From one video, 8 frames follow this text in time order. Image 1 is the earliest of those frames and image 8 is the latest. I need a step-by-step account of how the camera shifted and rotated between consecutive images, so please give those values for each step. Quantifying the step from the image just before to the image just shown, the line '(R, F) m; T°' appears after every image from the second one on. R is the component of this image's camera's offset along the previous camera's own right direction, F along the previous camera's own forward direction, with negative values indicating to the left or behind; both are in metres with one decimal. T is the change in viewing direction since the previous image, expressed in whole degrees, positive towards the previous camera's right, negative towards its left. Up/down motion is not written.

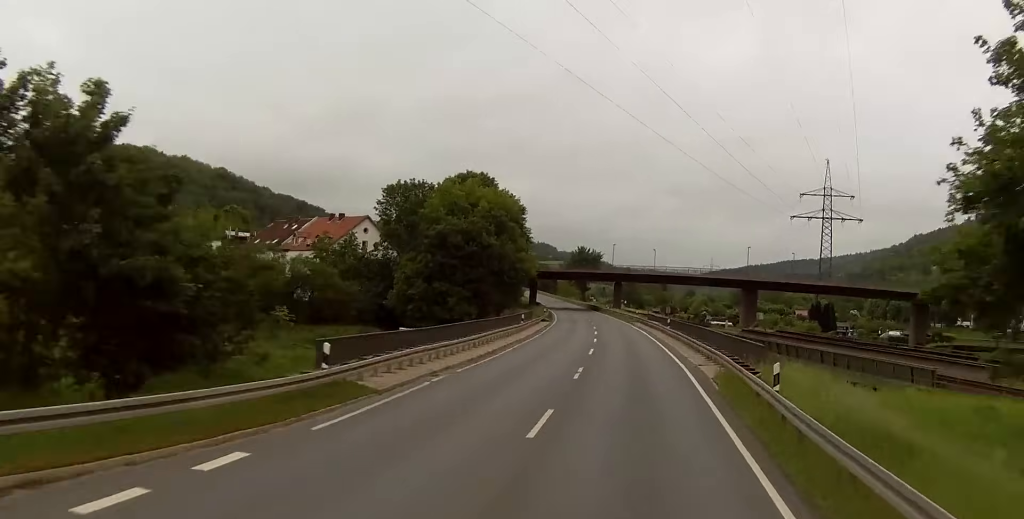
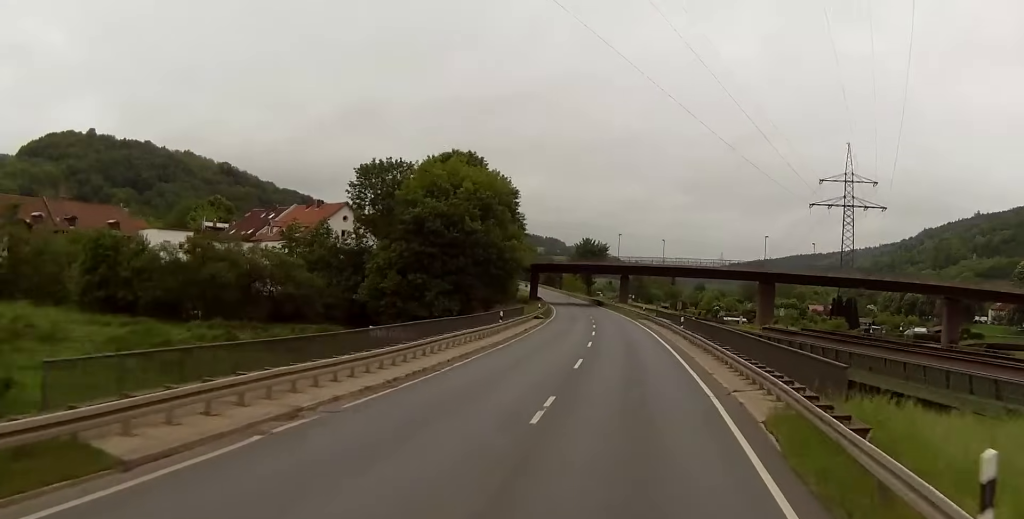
(-0.1, +11.4) m; -1°
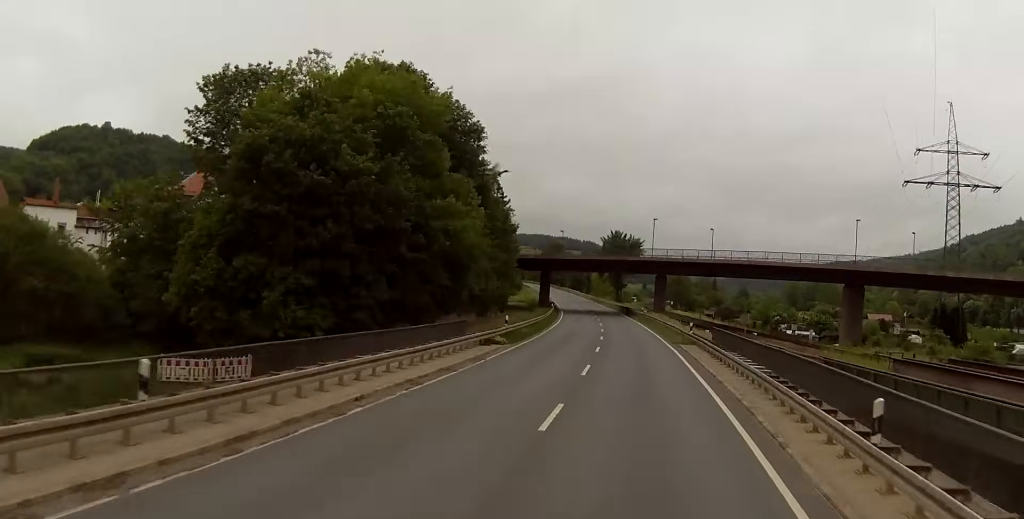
(-1.5, +36.7) m; -2°
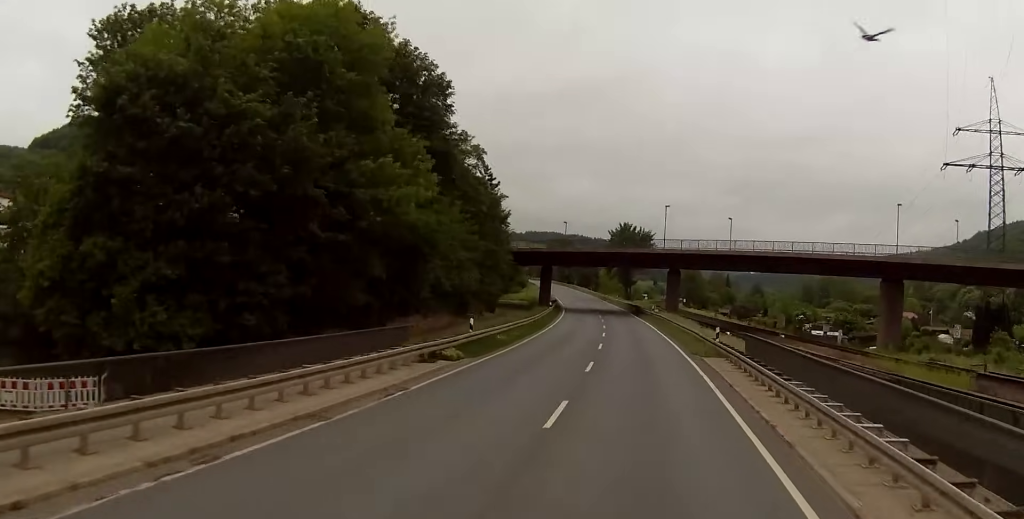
(+0.3, +12.0) m; 0°
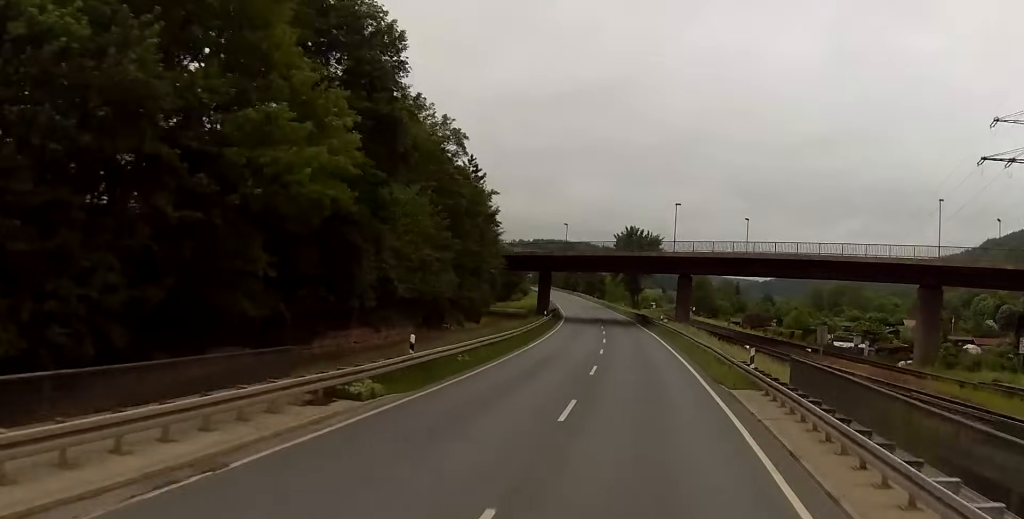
(0.0, +10.0) m; -1°
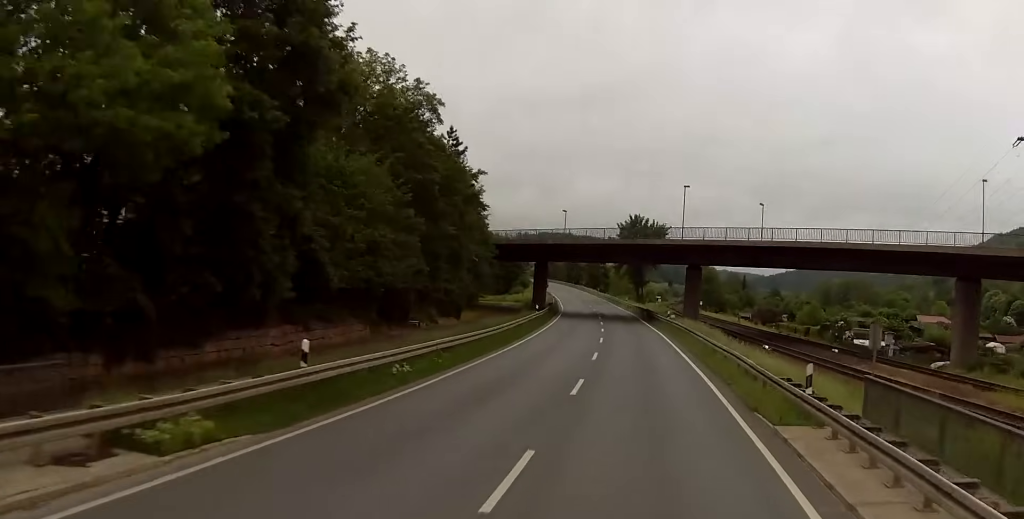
(-0.1, +8.7) m; -1°
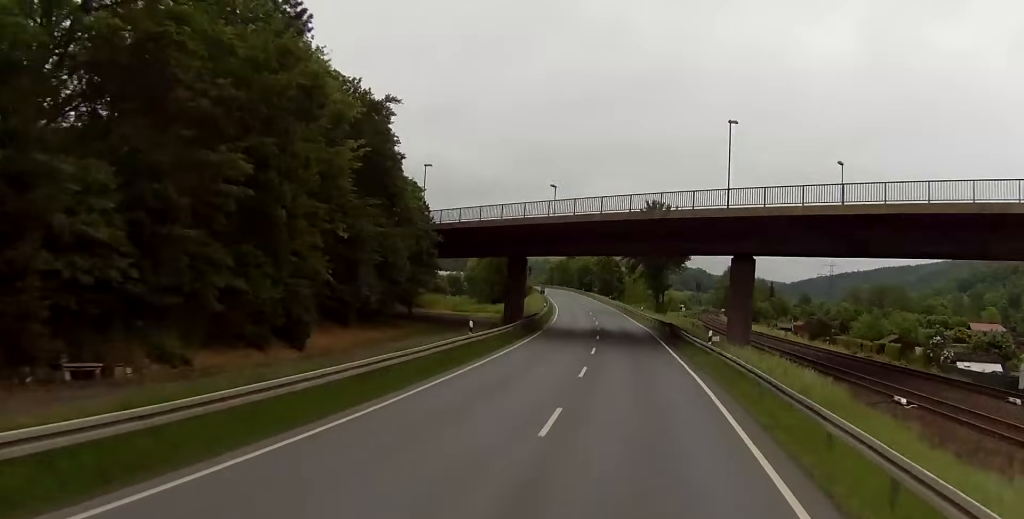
(-0.8, +30.0) m; -1°
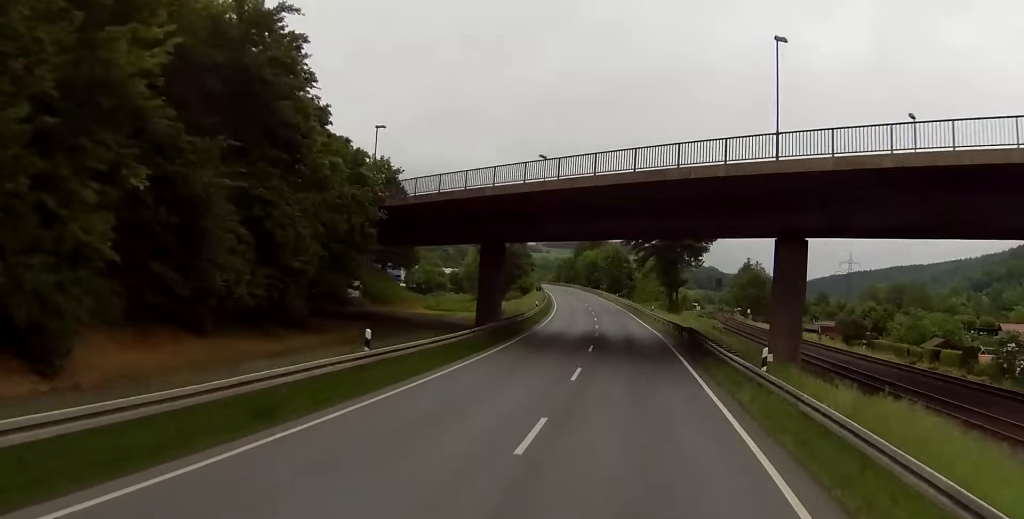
(+0.4, +14.7) m; 0°
